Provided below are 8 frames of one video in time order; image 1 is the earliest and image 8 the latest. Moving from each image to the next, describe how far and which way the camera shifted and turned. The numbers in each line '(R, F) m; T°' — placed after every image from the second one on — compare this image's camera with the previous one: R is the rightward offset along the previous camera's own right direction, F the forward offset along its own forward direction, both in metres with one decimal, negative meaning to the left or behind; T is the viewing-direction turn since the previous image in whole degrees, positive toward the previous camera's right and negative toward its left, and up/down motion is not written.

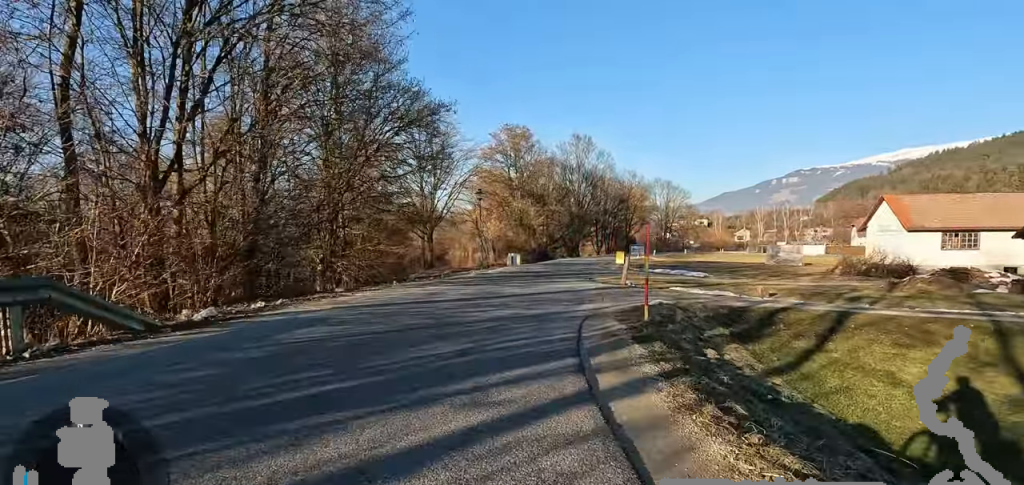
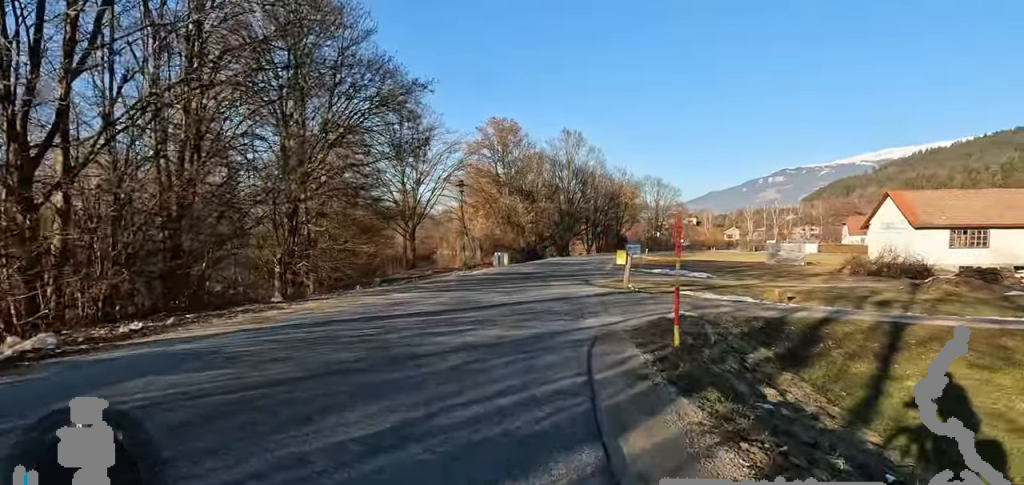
(-0.5, +2.7) m; -6°
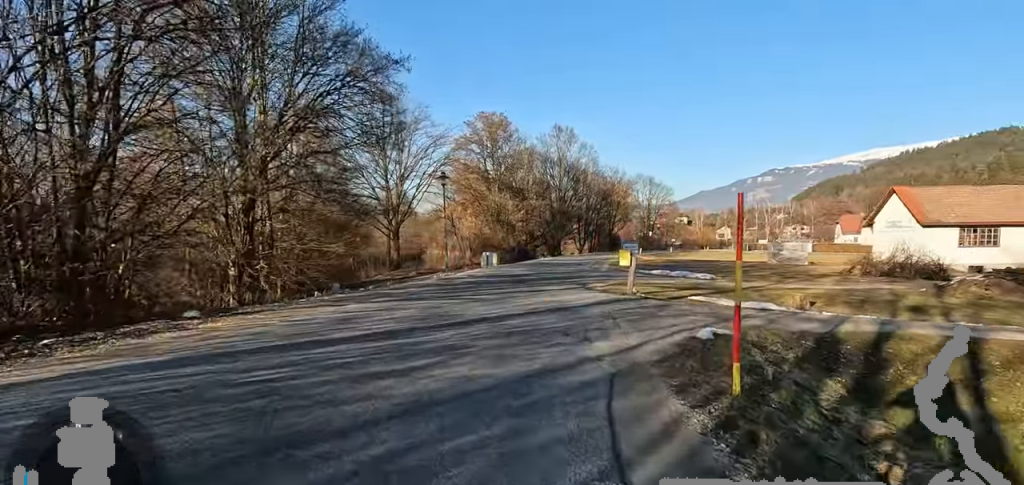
(-0.2, +2.3) m; -5°
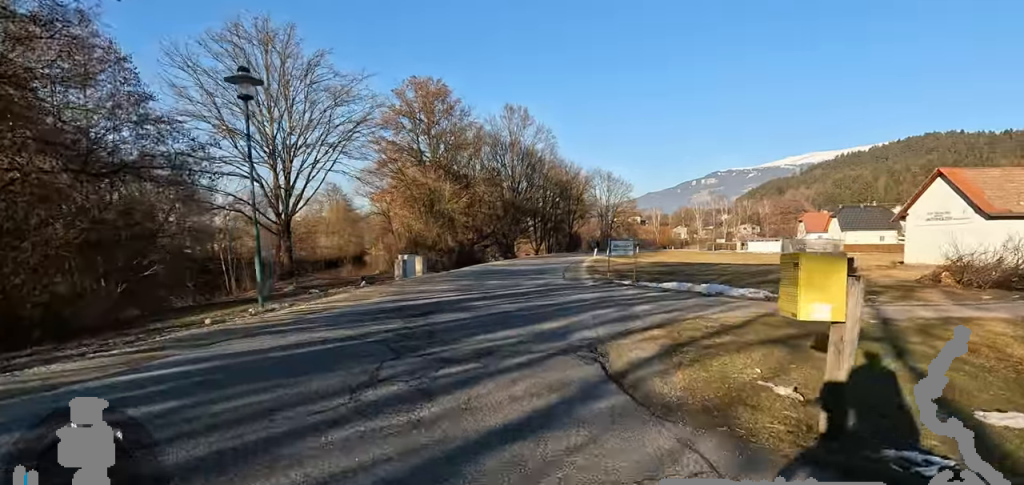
(-0.1, +11.8) m; -1°
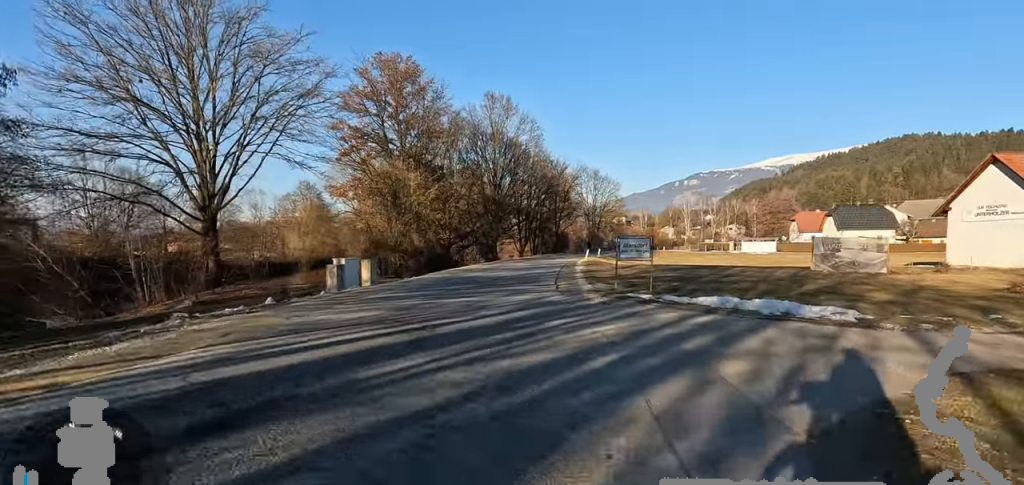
(0.0, +5.5) m; +12°
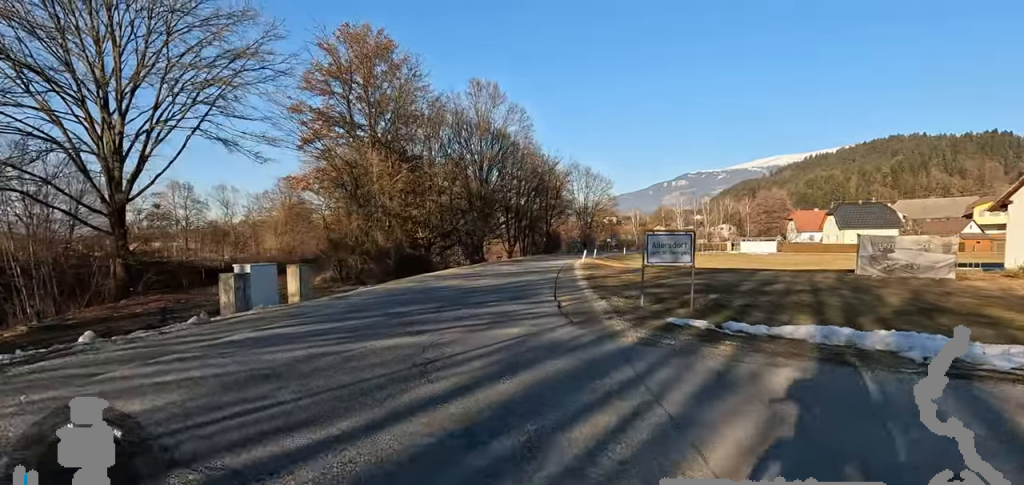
(+1.1, +4.4) m; +9°
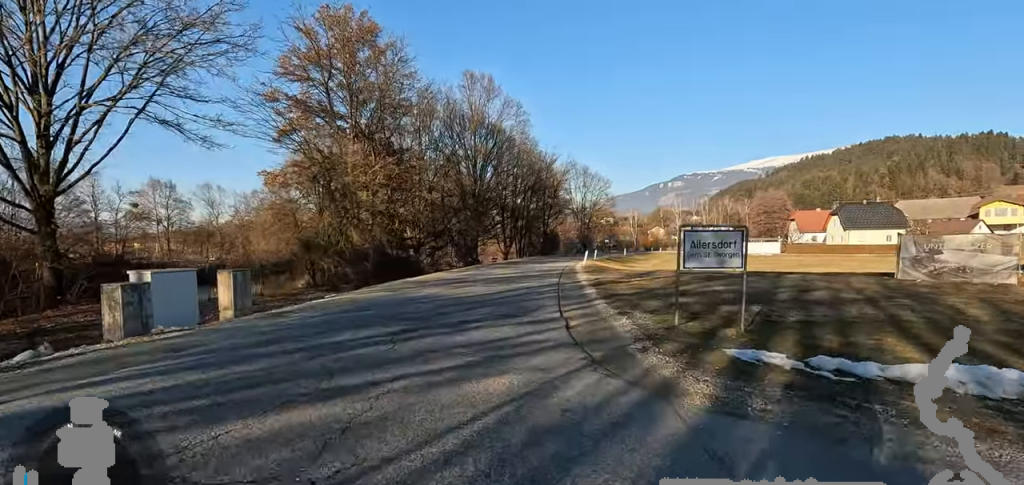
(0.0, +2.7) m; -3°
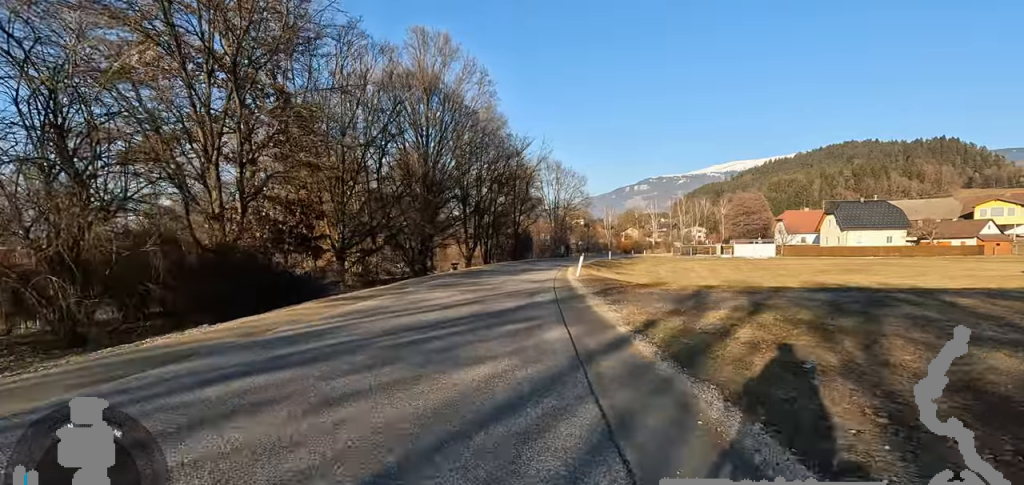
(-1.3, +10.6) m; -2°
